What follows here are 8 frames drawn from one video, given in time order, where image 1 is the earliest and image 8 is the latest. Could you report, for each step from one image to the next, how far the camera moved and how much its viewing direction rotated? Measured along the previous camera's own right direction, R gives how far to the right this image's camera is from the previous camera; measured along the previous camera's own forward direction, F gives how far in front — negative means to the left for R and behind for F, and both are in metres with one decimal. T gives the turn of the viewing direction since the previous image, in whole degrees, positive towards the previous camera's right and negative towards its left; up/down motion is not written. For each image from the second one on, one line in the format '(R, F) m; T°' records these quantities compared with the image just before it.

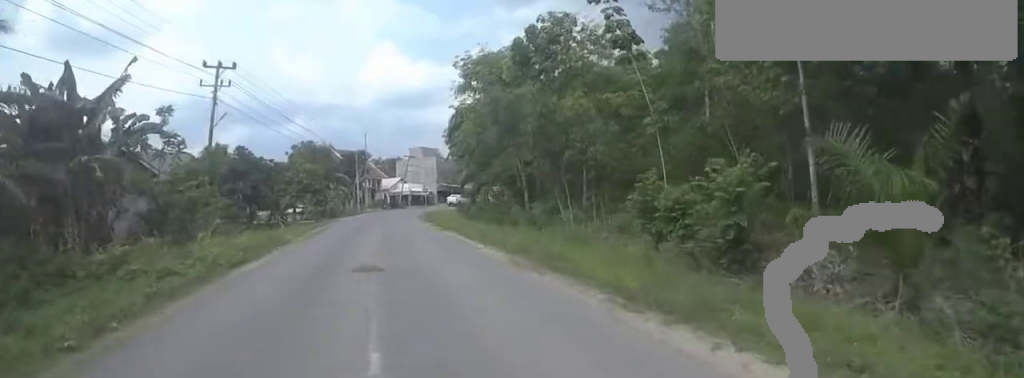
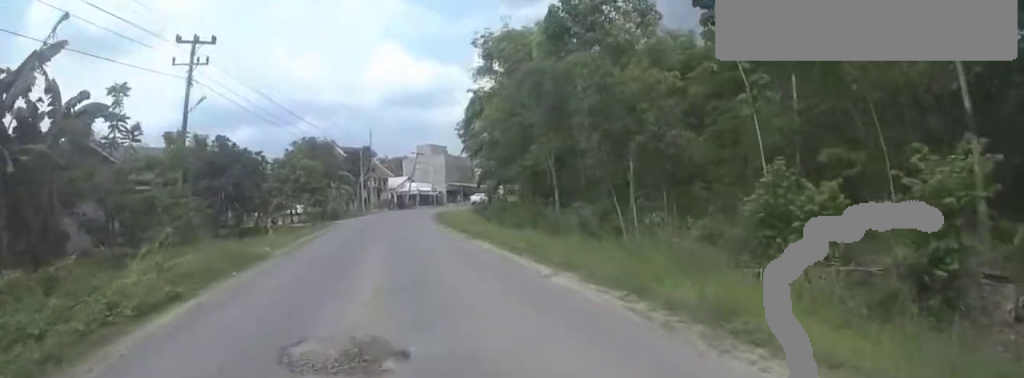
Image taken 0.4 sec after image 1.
(+0.8, +4.8) m; +5°
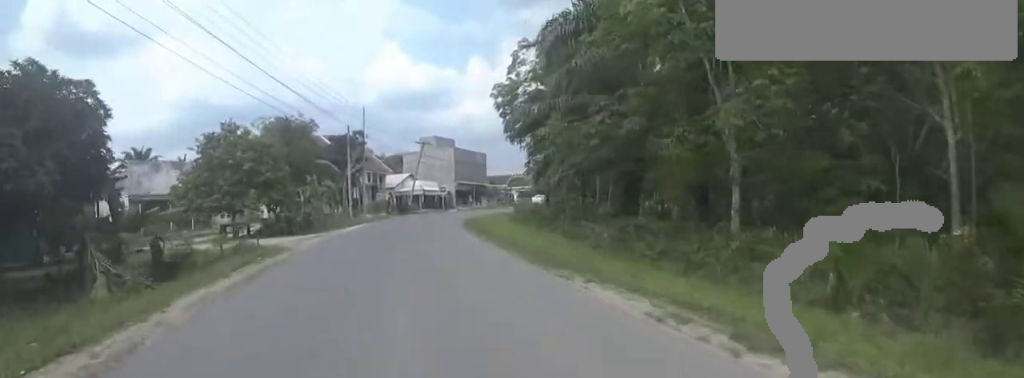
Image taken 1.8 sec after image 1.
(+1.5, +15.7) m; +6°
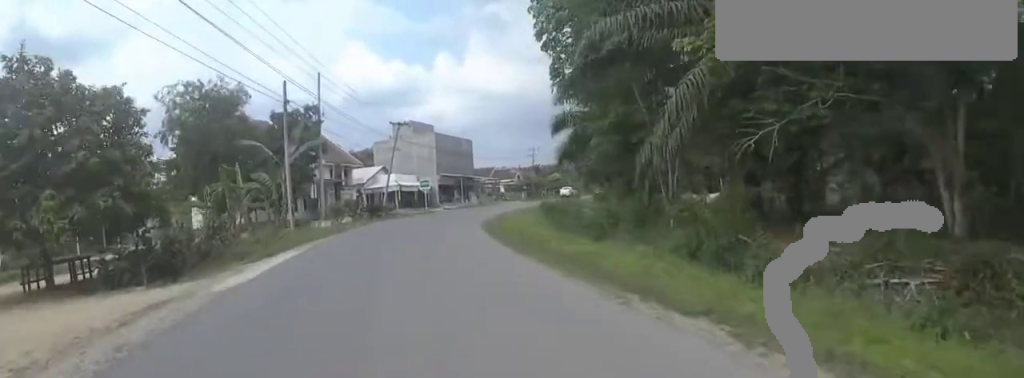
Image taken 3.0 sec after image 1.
(0.0, +13.6) m; +1°
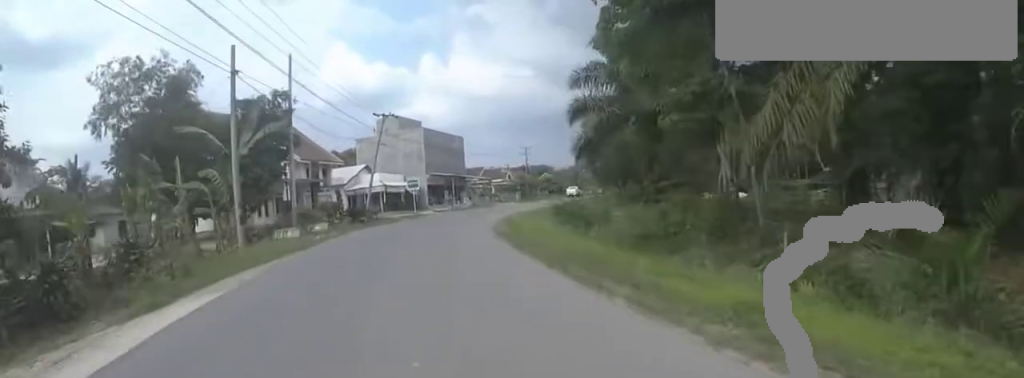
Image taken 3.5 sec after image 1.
(-0.1, +5.7) m; +5°
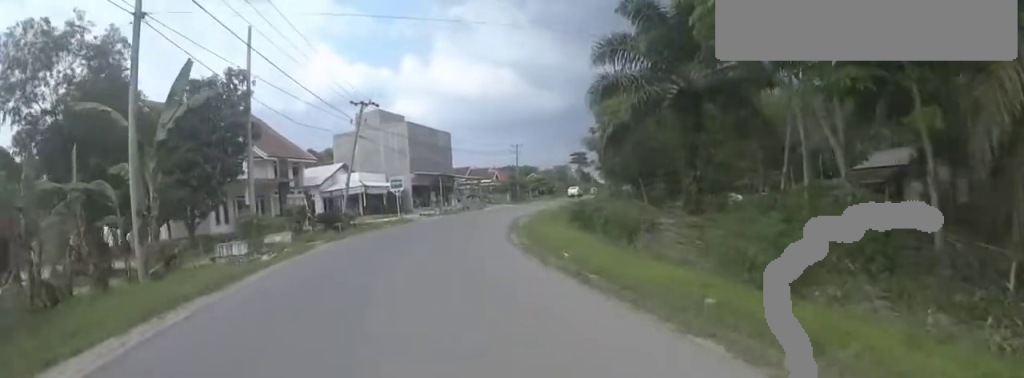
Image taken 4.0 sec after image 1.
(-0.1, +5.6) m; +5°
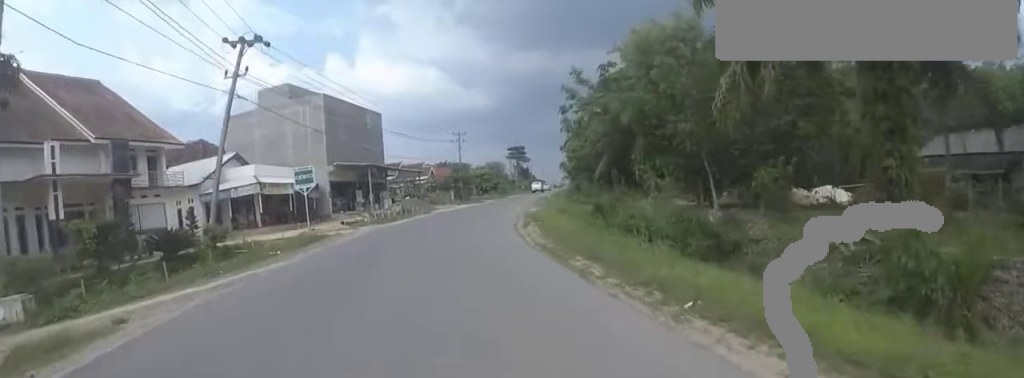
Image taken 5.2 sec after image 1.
(+2.3, +13.4) m; +12°
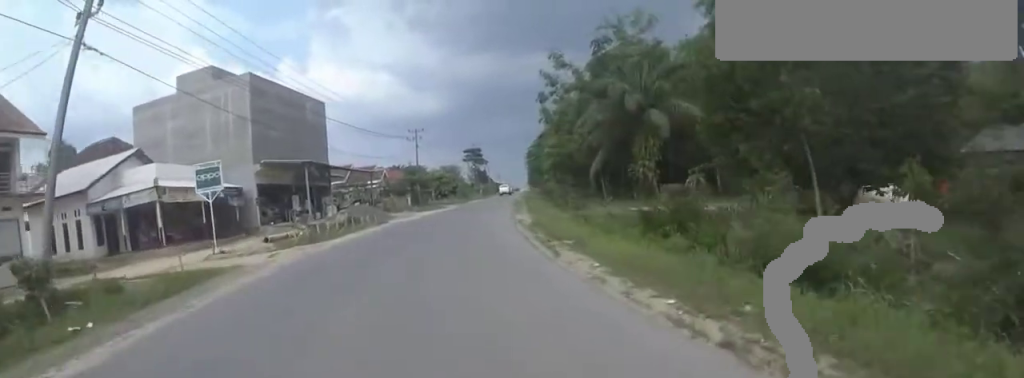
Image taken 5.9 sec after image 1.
(+0.2, +7.5) m; +2°
